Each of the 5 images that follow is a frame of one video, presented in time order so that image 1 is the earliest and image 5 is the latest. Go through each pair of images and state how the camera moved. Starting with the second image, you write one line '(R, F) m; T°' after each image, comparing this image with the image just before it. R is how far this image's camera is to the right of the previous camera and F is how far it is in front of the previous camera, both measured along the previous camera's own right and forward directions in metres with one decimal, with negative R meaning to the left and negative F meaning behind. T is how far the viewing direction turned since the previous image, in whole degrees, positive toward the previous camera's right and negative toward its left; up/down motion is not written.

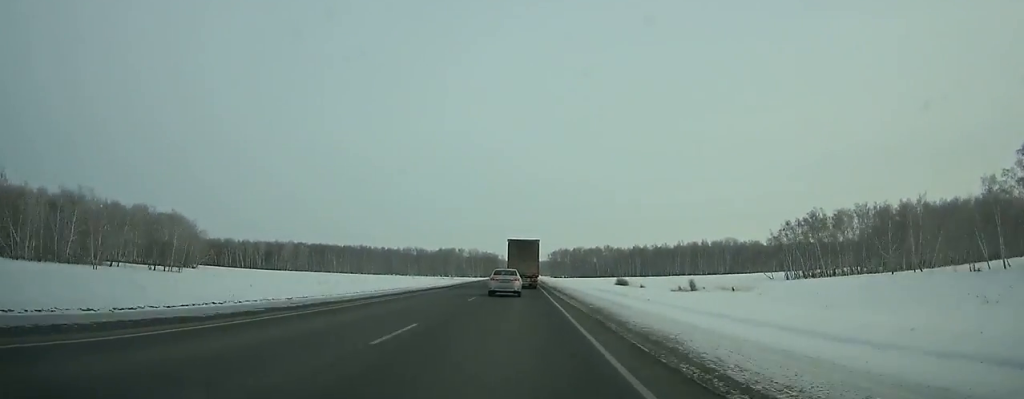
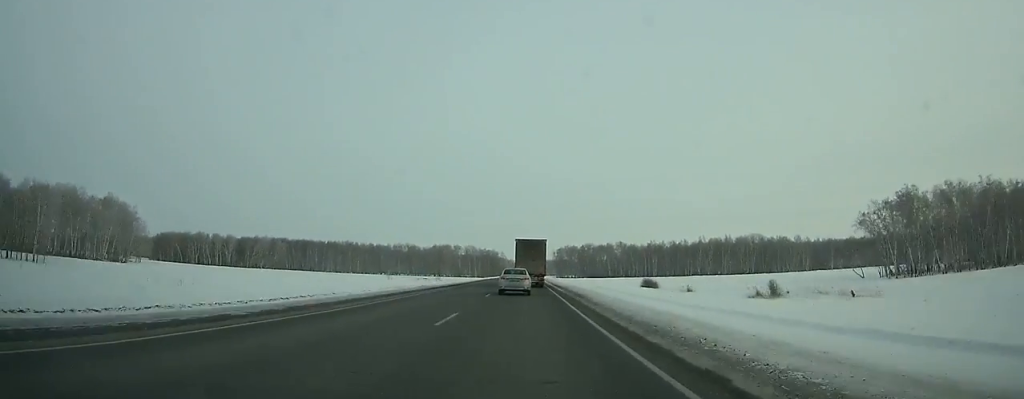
(0.0, +44.4) m; 0°
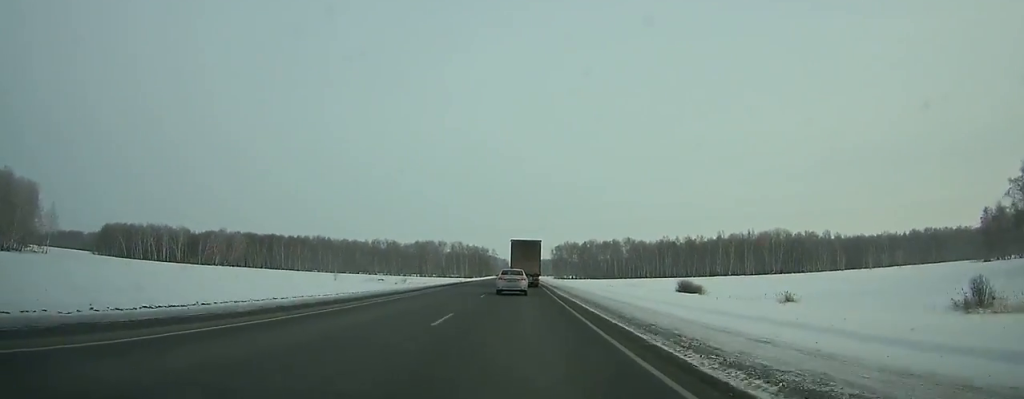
(0.0, +48.7) m; 0°
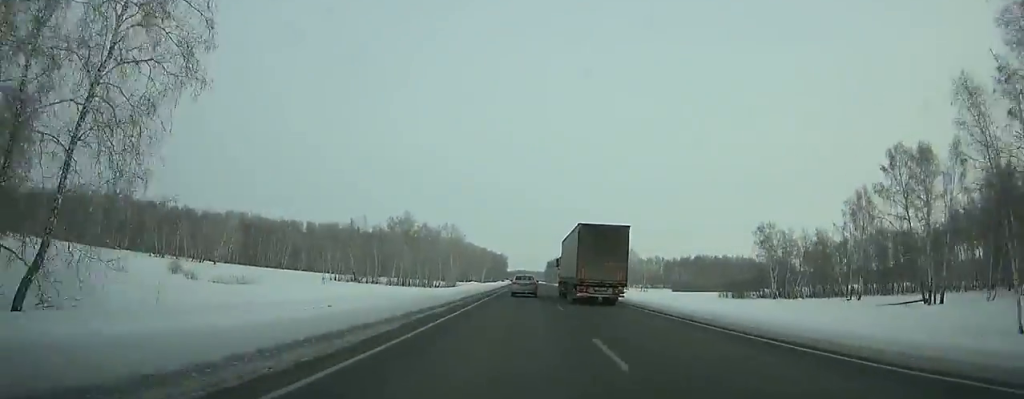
(-3.0, +353.2) m; 0°
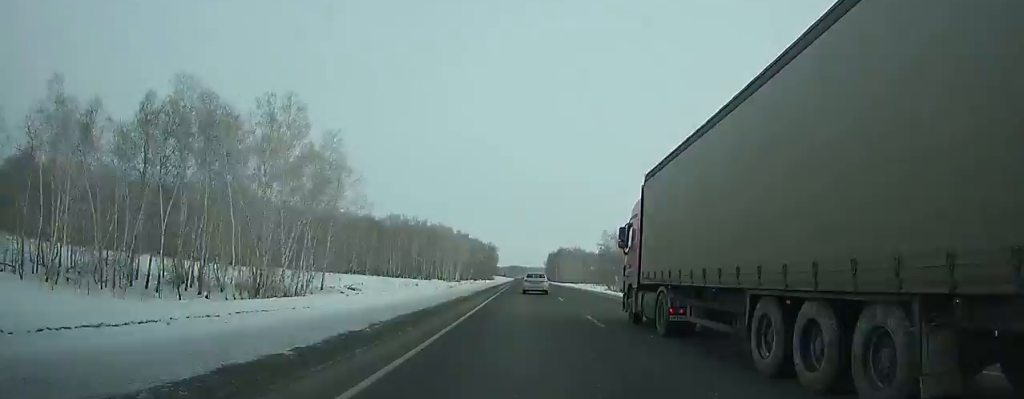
(+1.3, +106.6) m; +1°
